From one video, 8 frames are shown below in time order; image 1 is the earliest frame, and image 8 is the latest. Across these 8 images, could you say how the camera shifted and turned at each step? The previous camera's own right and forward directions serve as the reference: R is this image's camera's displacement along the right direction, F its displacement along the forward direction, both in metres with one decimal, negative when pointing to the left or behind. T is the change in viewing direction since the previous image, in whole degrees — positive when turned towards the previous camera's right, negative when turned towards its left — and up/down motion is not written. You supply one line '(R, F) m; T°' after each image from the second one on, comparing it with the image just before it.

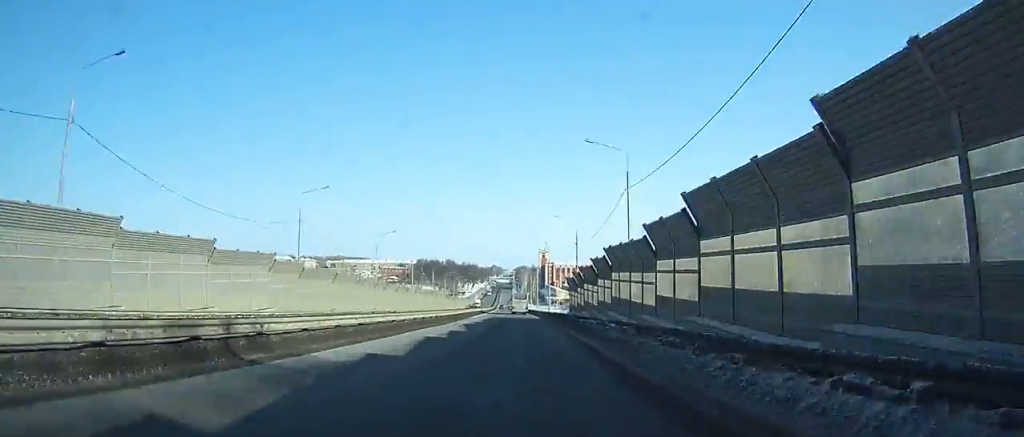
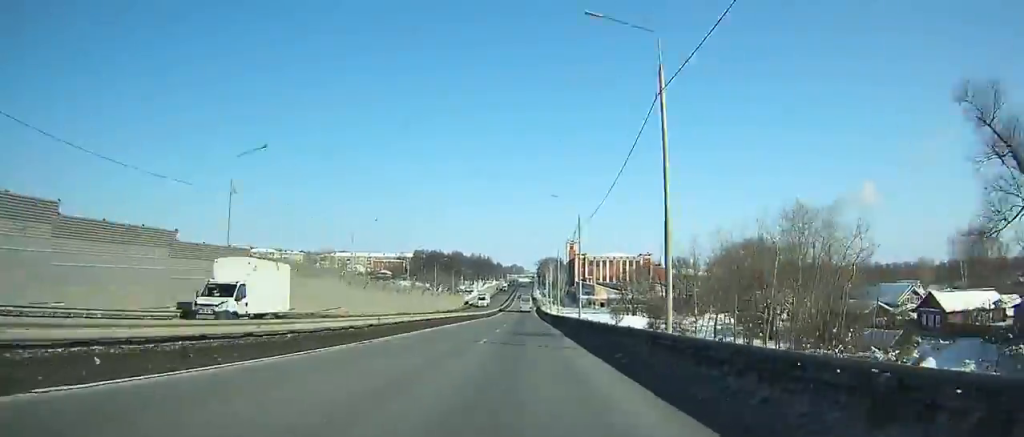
(-1.3, +103.1) m; -1°
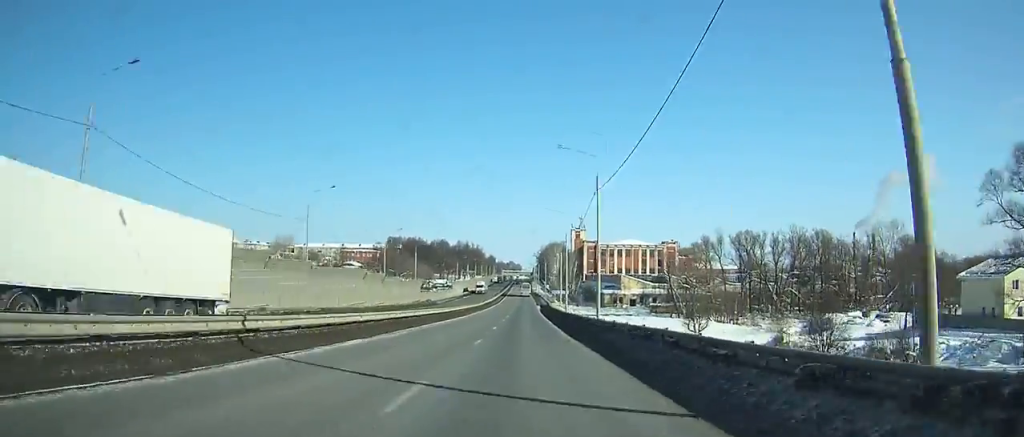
(-0.5, +75.9) m; 0°
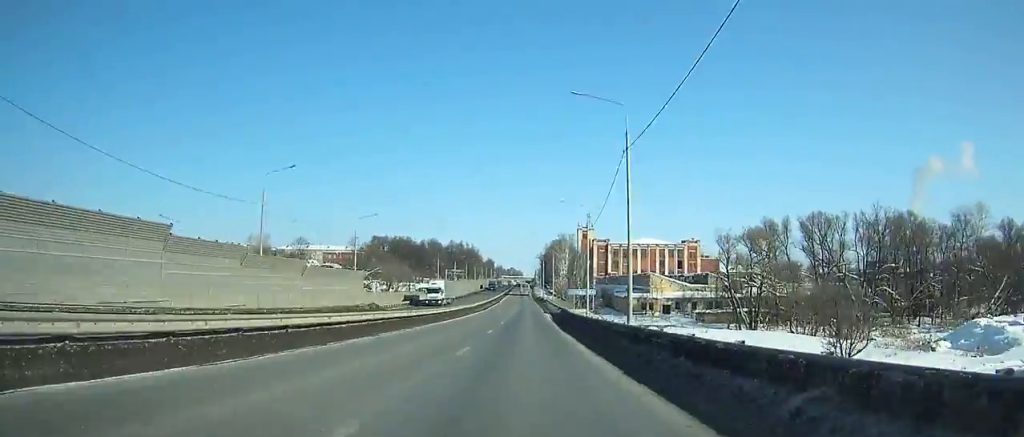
(+0.1, +39.1) m; 0°
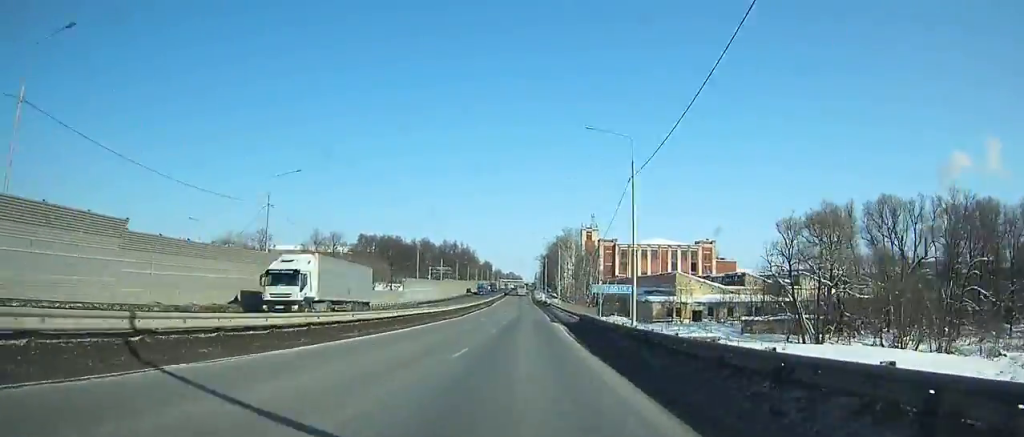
(0.0, +24.1) m; 0°
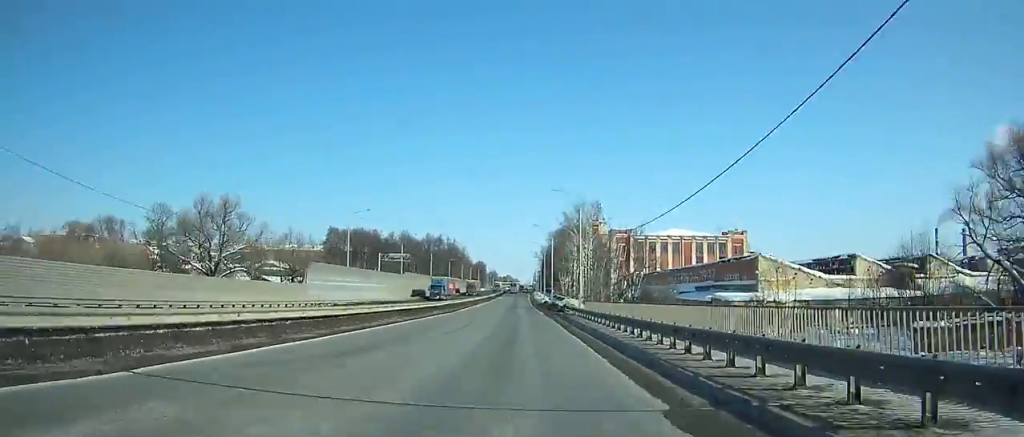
(+0.2, +40.1) m; 0°
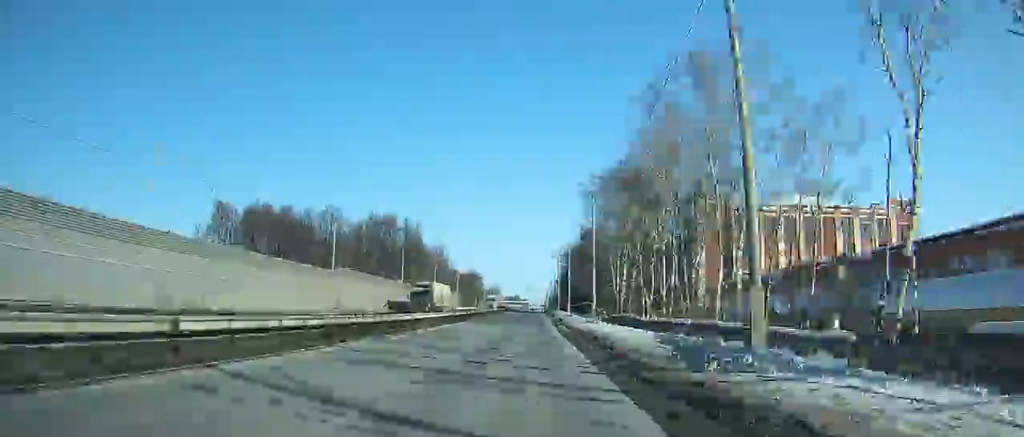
(-1.1, +100.1) m; -1°
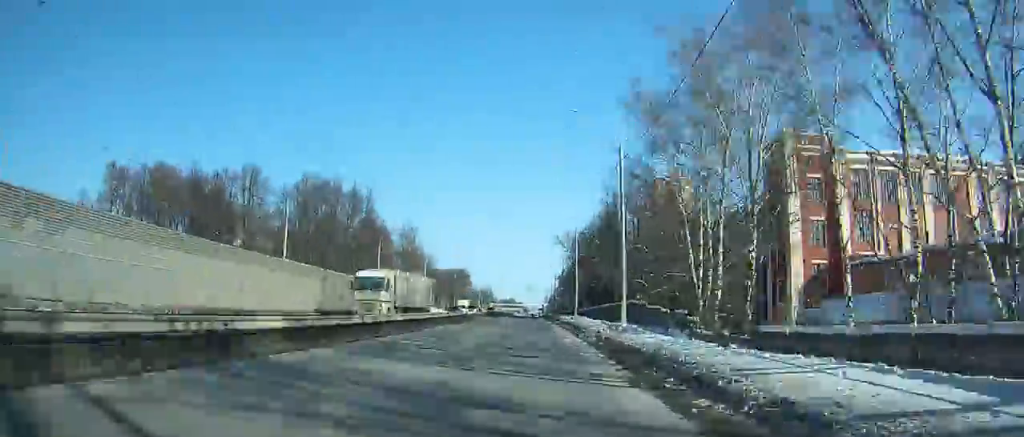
(0.0, +42.1) m; 0°
